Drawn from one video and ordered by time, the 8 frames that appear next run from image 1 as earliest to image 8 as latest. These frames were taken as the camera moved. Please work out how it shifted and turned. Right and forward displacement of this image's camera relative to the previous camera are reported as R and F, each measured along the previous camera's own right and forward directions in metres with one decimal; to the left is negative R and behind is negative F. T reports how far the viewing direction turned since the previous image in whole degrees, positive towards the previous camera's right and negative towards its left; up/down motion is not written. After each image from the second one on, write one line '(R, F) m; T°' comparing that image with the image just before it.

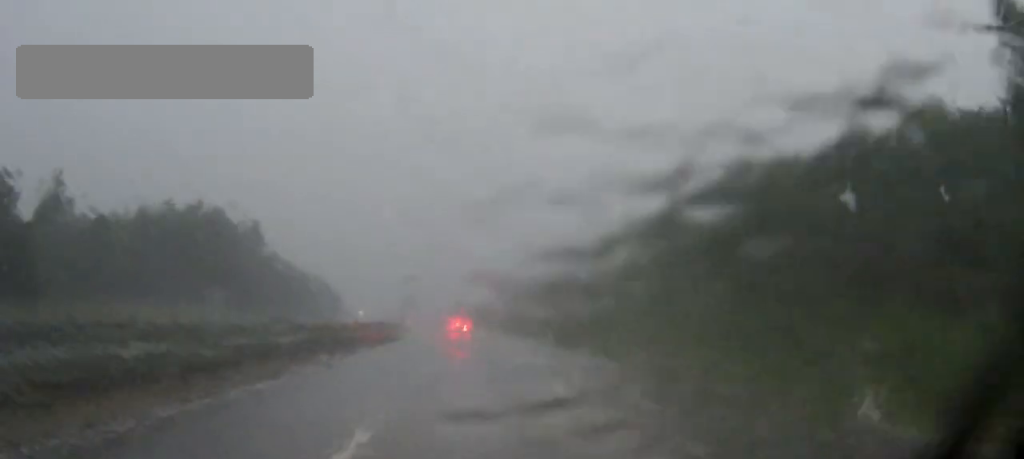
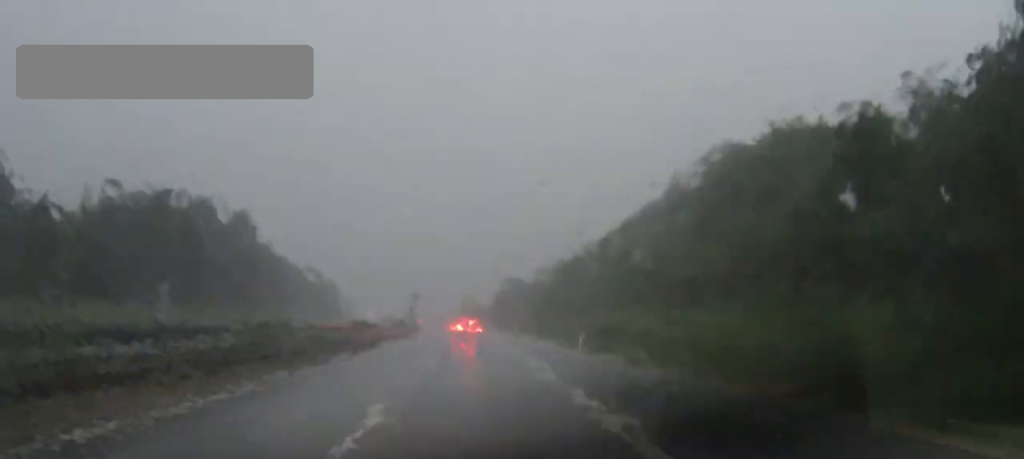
(-0.2, +14.3) m; -1°
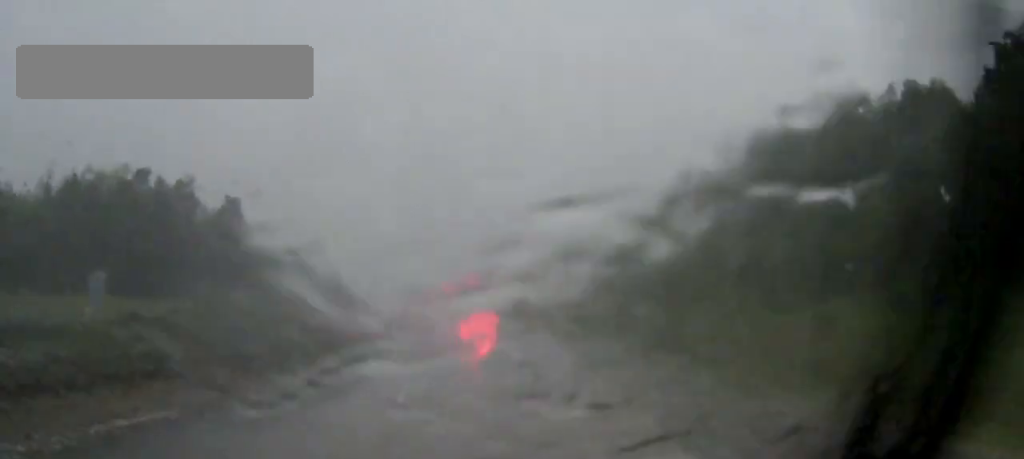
(-0.1, +12.0) m; -1°
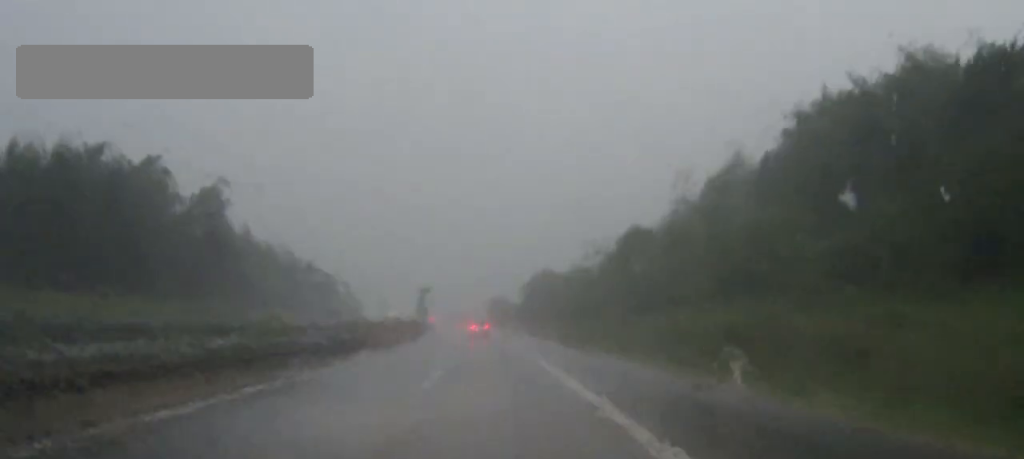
(0.0, +13.8) m; -1°
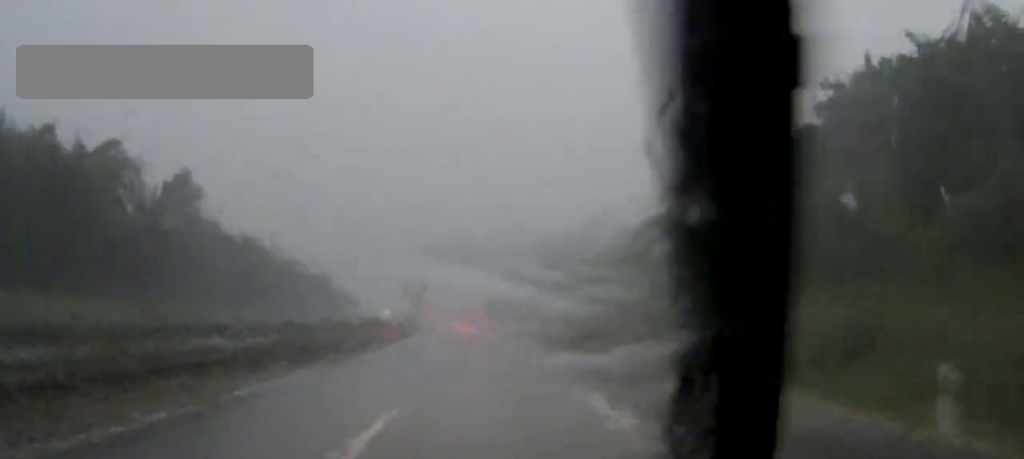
(-0.1, +10.2) m; 0°
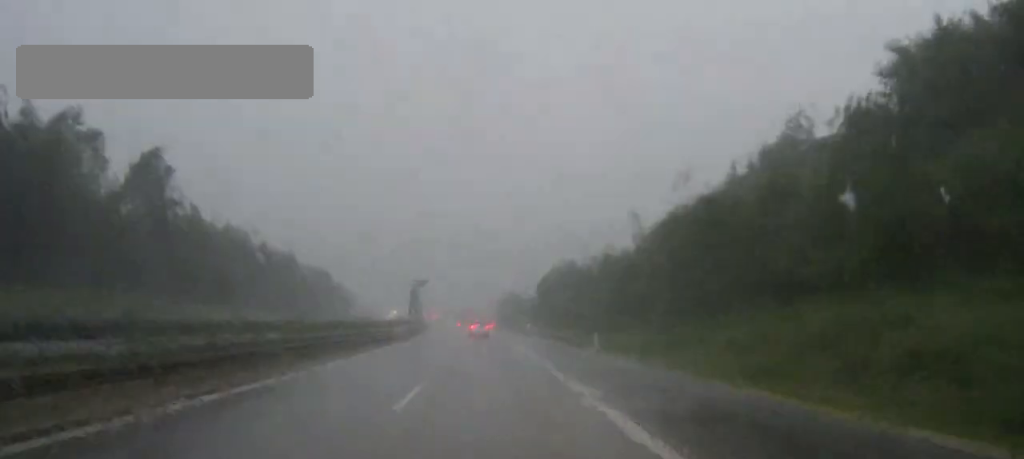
(0.0, +12.0) m; 0°
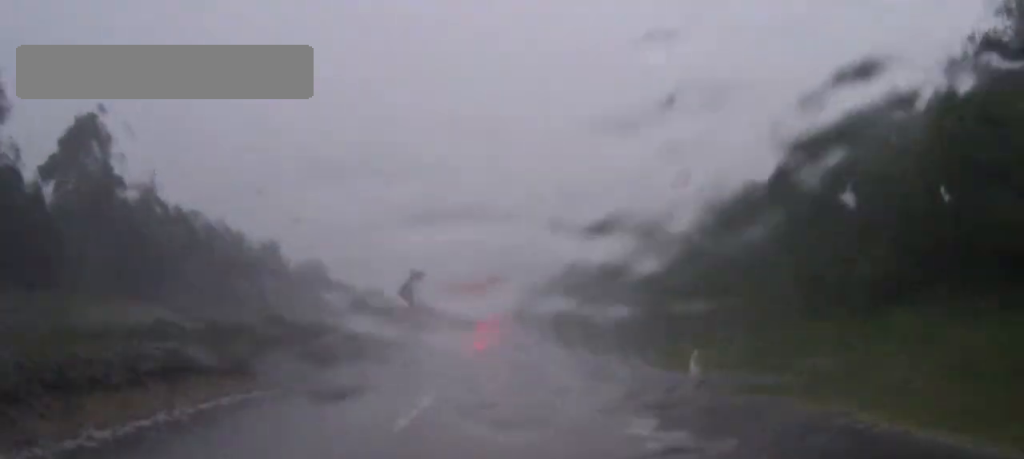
(-0.1, +19.4) m; -1°
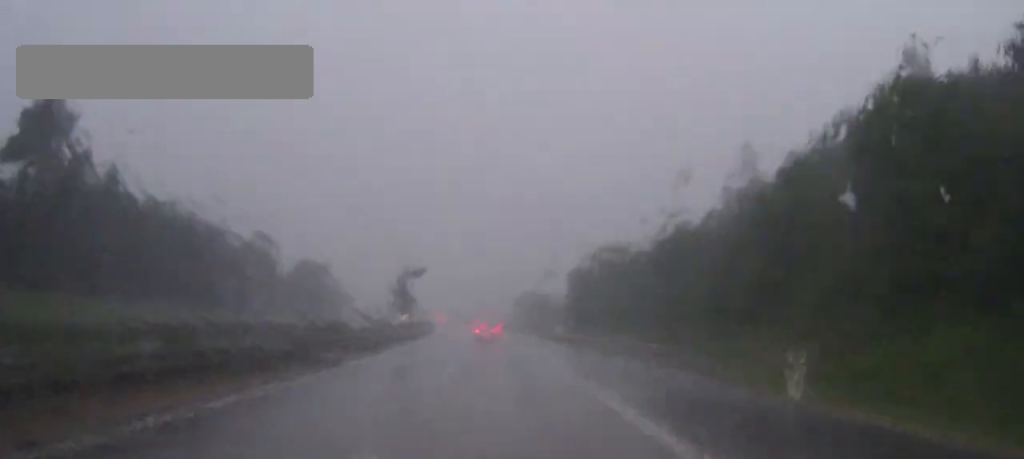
(0.0, +8.2) m; 0°
